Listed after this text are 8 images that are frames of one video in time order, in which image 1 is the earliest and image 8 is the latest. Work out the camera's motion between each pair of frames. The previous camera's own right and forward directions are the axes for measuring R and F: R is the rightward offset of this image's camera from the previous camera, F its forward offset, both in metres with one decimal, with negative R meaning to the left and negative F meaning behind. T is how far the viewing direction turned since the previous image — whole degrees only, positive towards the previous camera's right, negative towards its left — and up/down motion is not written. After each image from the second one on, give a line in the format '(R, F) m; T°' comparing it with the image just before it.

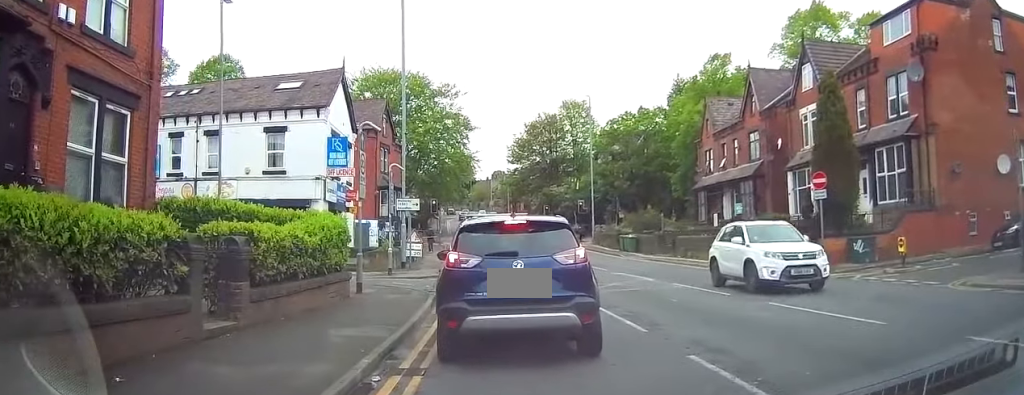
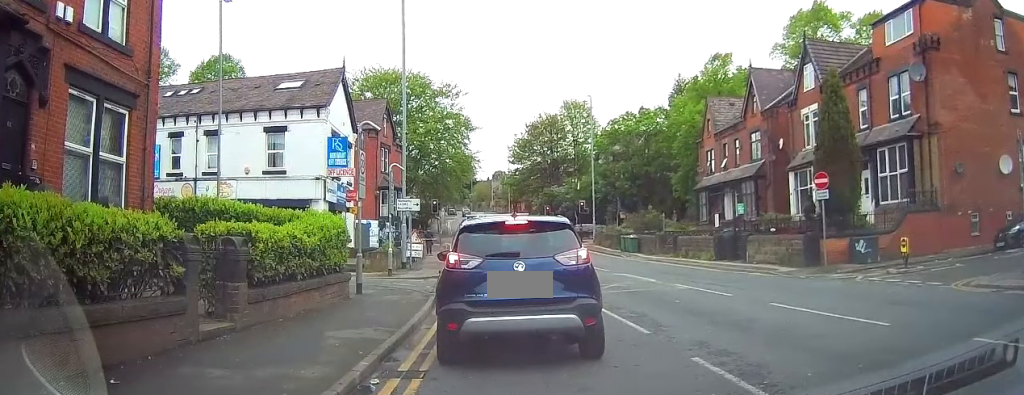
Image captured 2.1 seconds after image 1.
(-0.1, +0.3) m; 0°
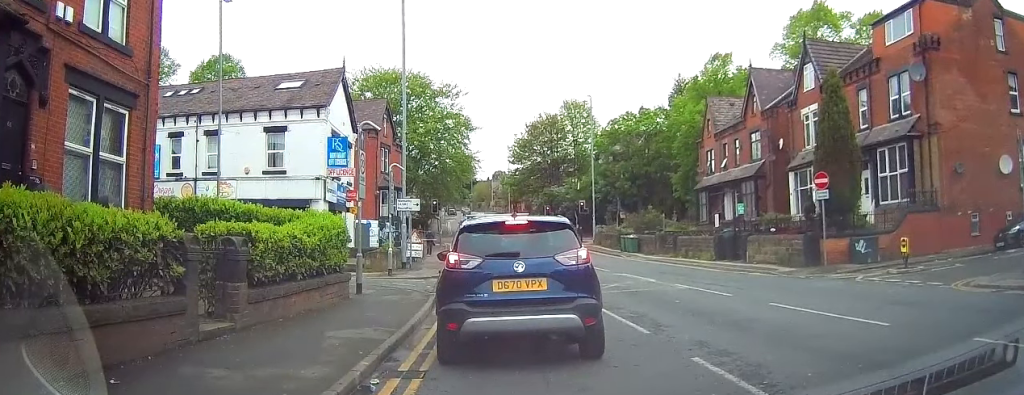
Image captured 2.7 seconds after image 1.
(0.0, 0.0) m; 0°
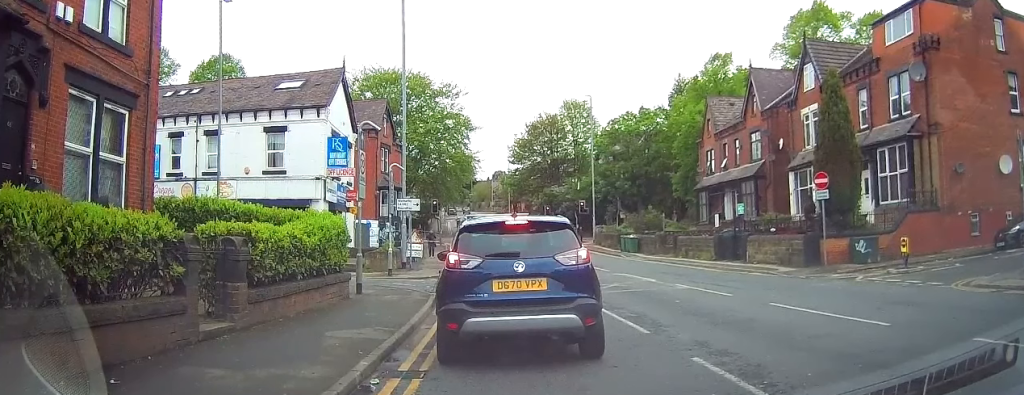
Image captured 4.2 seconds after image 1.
(0.0, 0.0) m; 0°
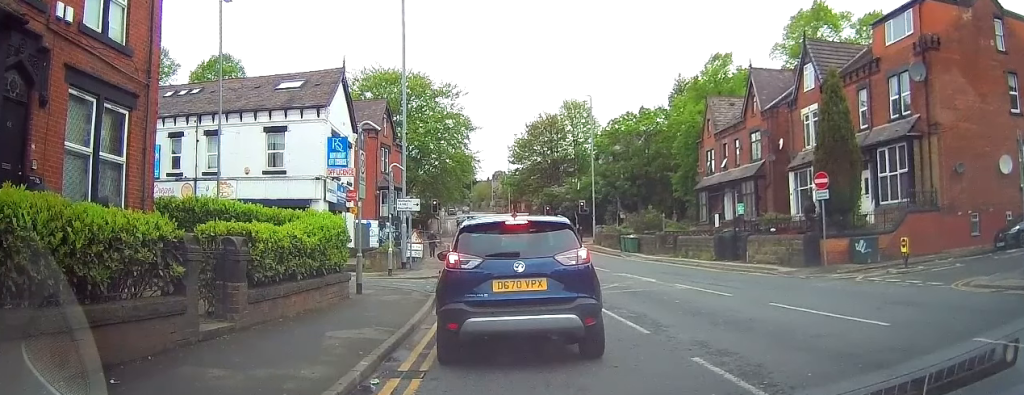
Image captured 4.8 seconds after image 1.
(0.0, 0.0) m; 0°
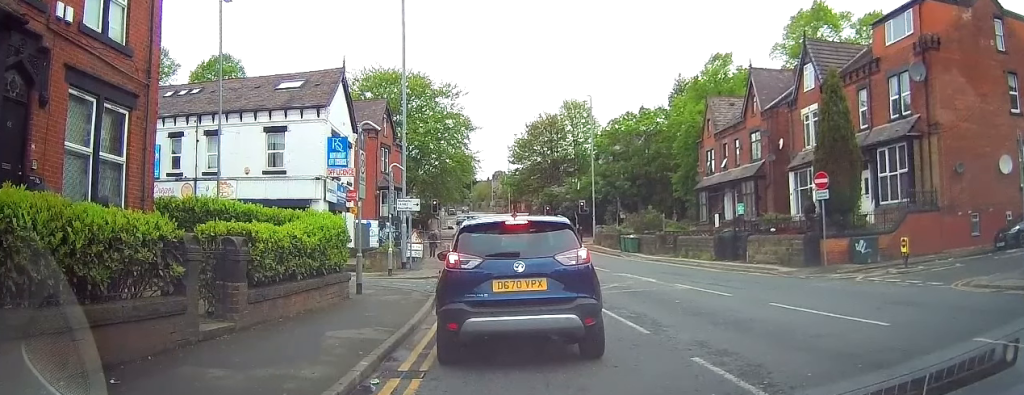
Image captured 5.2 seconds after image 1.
(0.0, 0.0) m; 0°
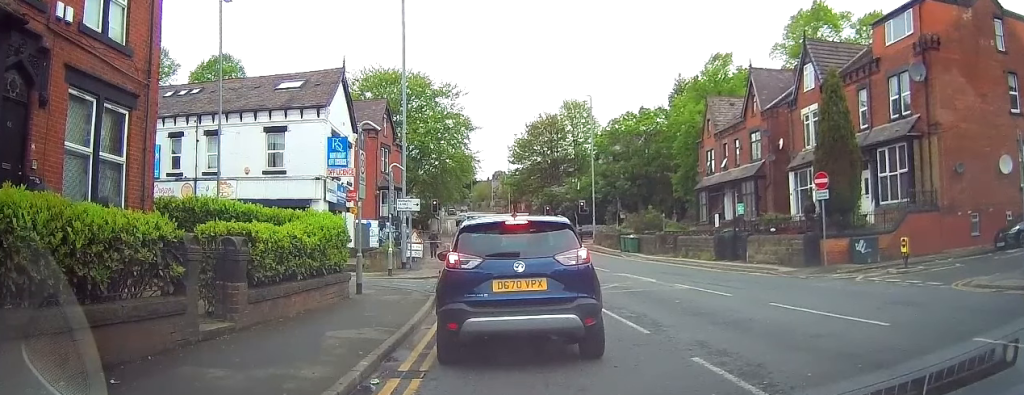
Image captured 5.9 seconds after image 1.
(0.0, 0.0) m; 0°
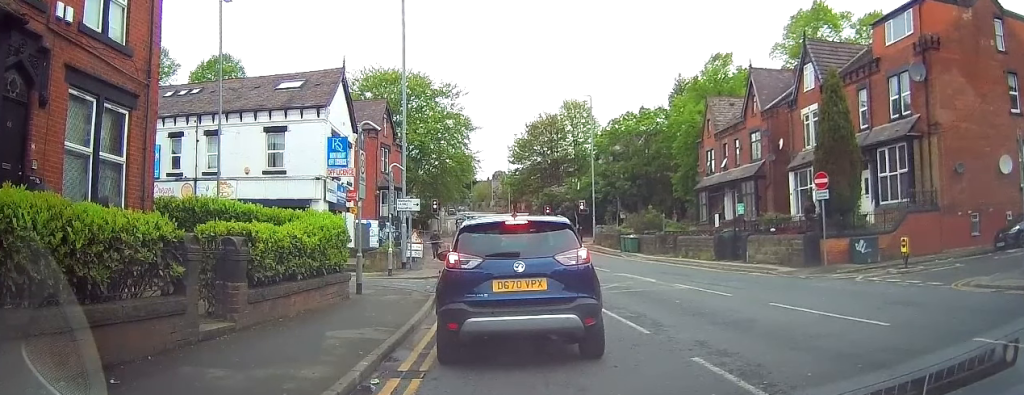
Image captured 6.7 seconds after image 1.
(0.0, 0.0) m; 0°
